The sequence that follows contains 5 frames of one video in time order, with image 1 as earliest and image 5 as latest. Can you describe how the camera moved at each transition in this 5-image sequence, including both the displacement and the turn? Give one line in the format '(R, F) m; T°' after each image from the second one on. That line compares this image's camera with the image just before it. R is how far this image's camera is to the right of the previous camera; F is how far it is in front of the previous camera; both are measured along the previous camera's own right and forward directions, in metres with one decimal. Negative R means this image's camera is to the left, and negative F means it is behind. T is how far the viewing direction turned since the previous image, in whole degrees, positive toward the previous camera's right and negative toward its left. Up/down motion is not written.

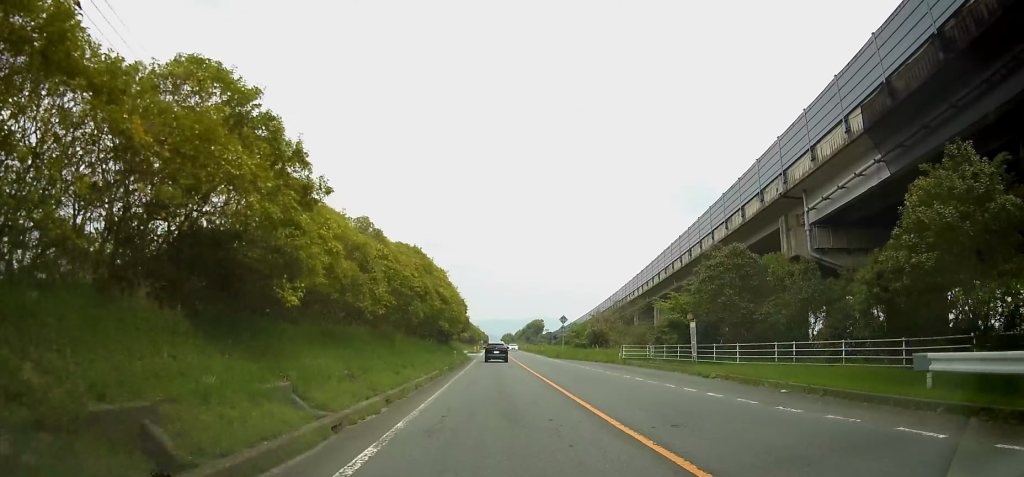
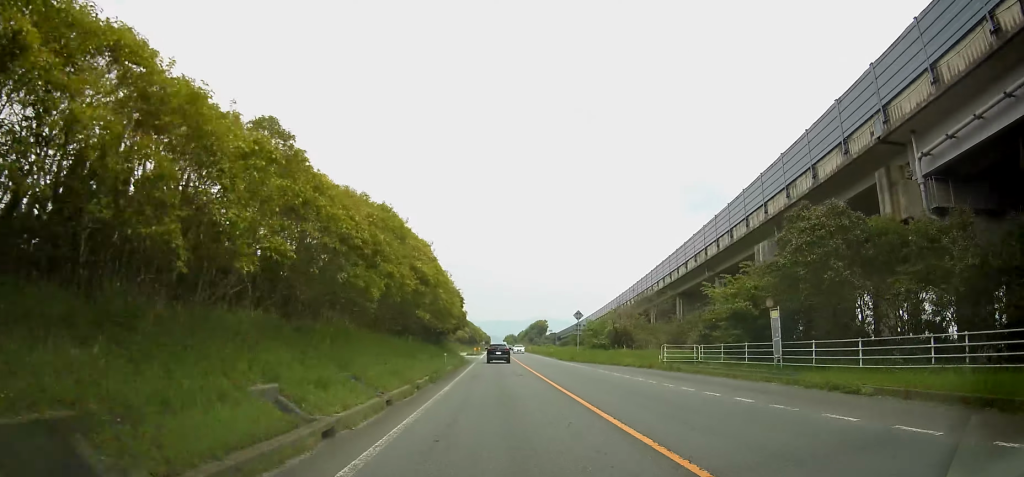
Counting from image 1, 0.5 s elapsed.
(-0.1, +9.7) m; 0°
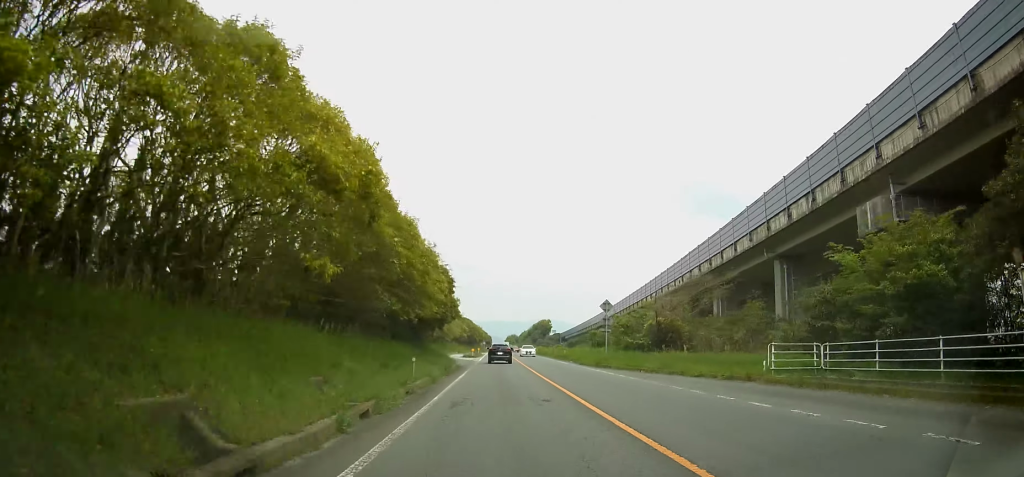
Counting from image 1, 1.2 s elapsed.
(-0.1, +12.7) m; 0°
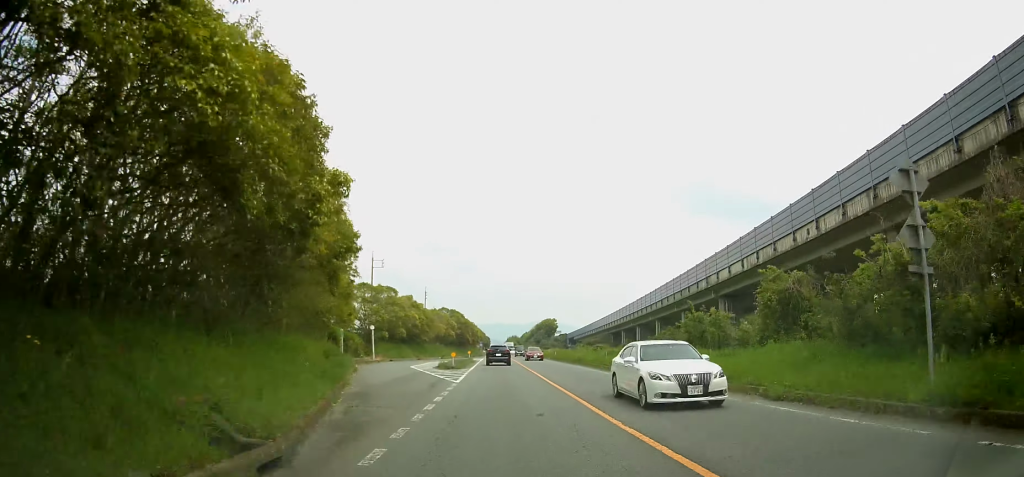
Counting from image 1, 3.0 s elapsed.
(0.0, +31.3) m; -1°
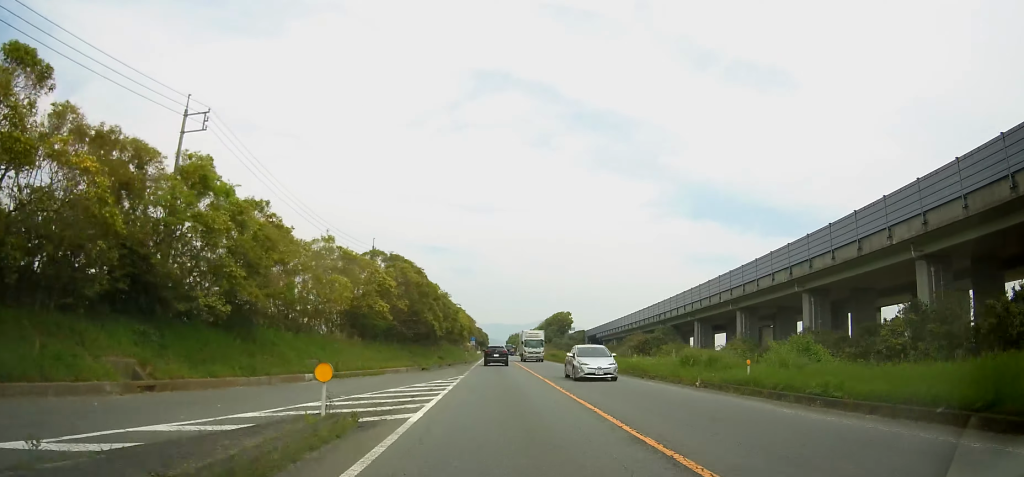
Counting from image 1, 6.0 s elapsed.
(+0.3, +52.4) m; +1°
